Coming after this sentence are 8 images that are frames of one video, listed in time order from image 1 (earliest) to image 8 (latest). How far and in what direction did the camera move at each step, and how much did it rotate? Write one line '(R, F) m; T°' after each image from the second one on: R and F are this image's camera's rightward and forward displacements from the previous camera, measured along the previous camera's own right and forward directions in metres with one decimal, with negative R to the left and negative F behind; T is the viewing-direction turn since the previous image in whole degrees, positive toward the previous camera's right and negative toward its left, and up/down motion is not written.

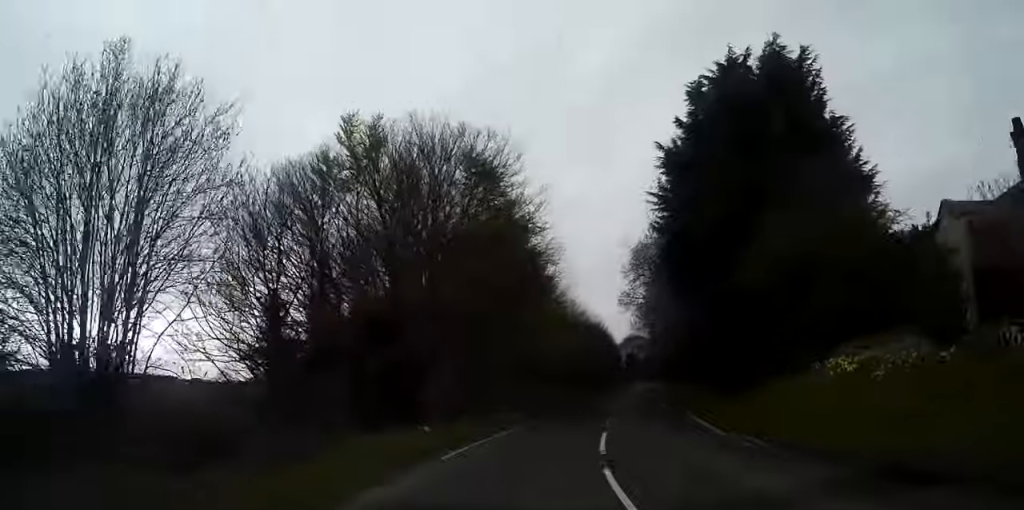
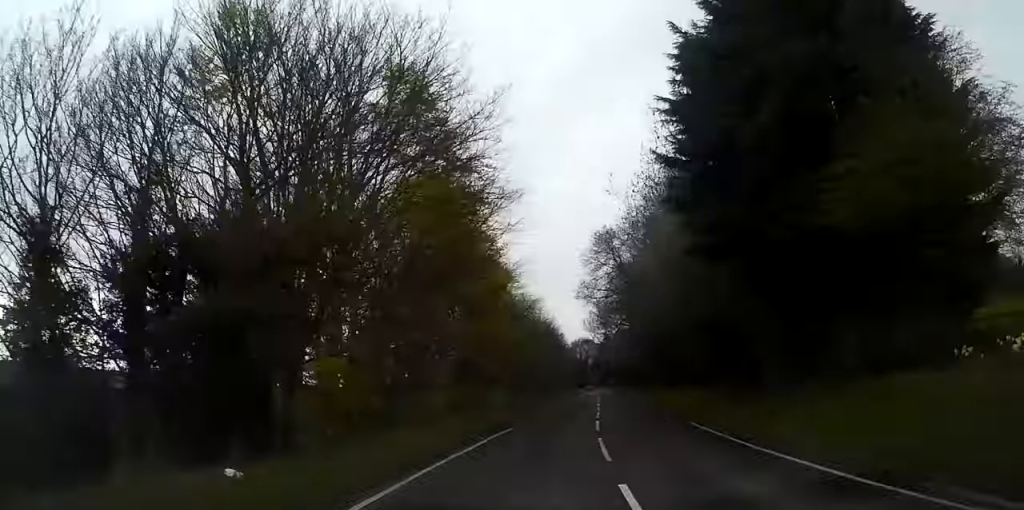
(+0.2, +10.9) m; +2°
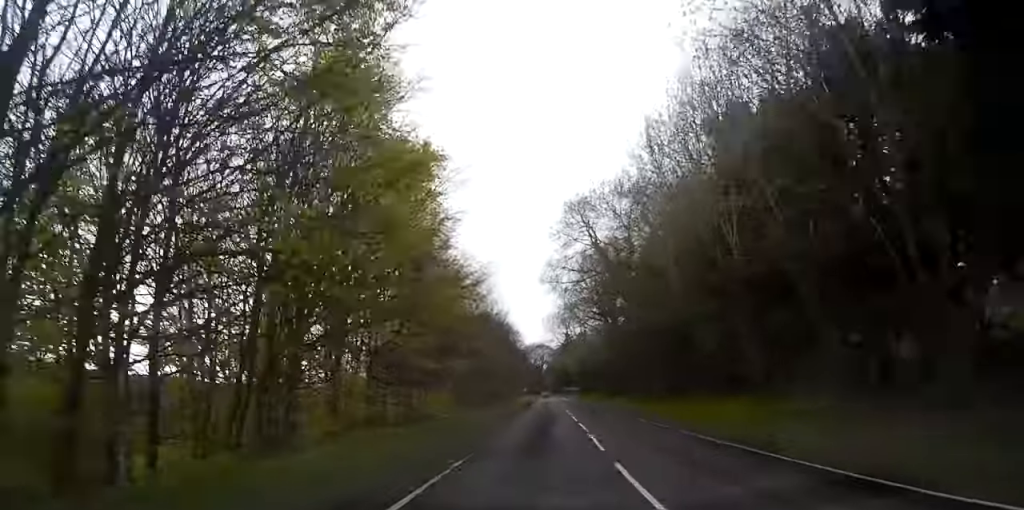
(-0.4, +14.6) m; +3°
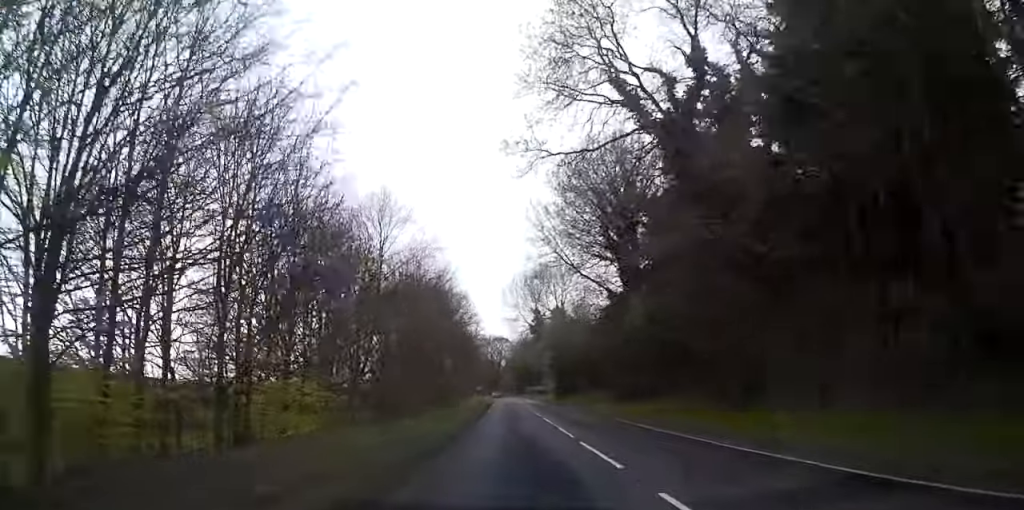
(+2.6, +31.2) m; +5°
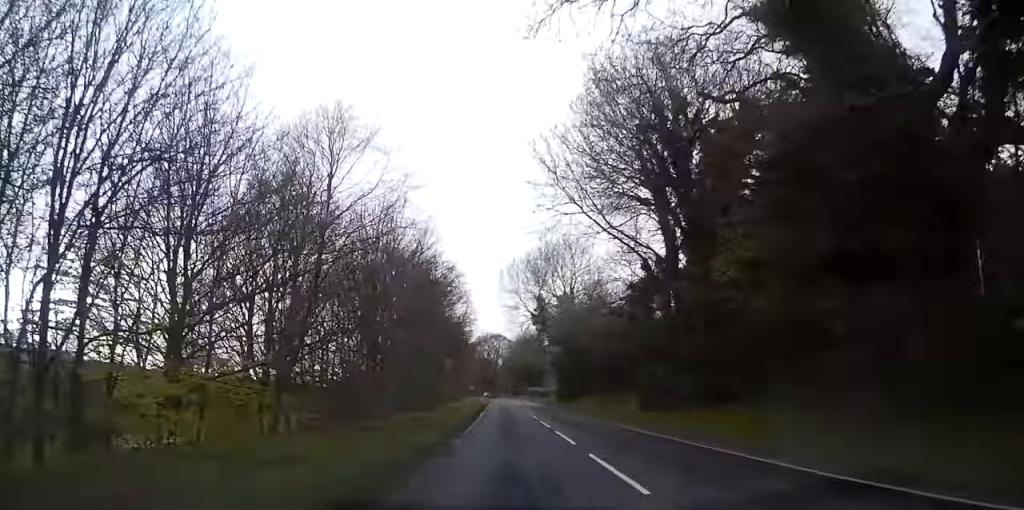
(-0.1, +11.9) m; 0°
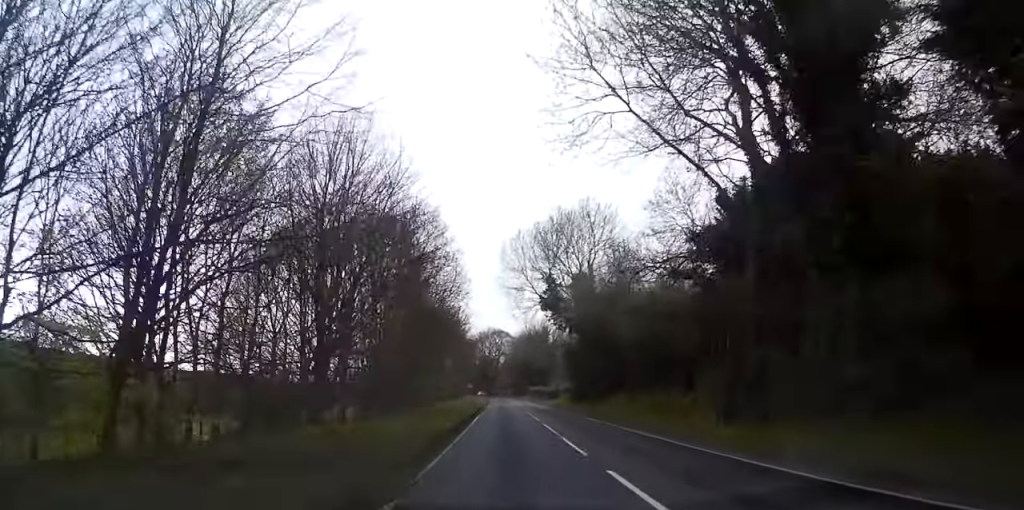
(+0.1, +12.1) m; 0°
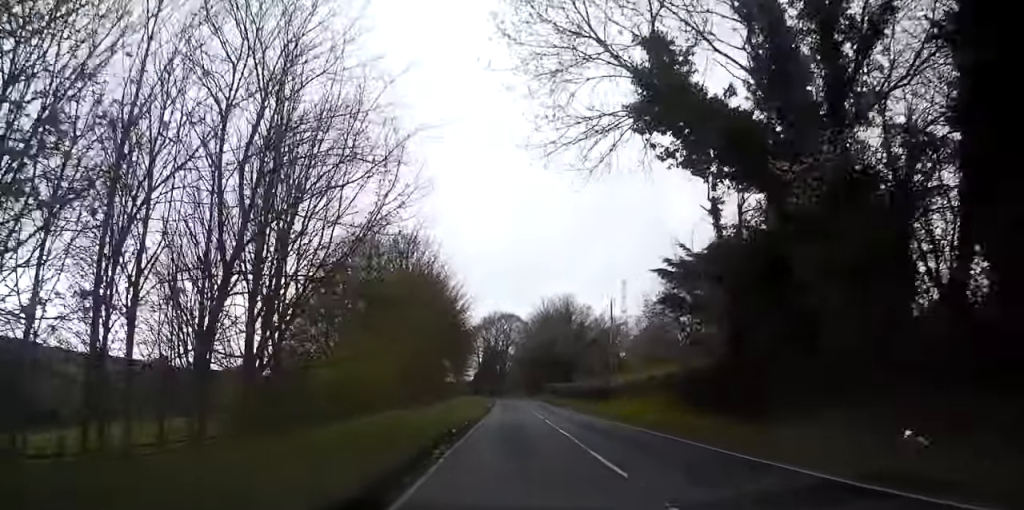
(+0.2, +40.1) m; 0°
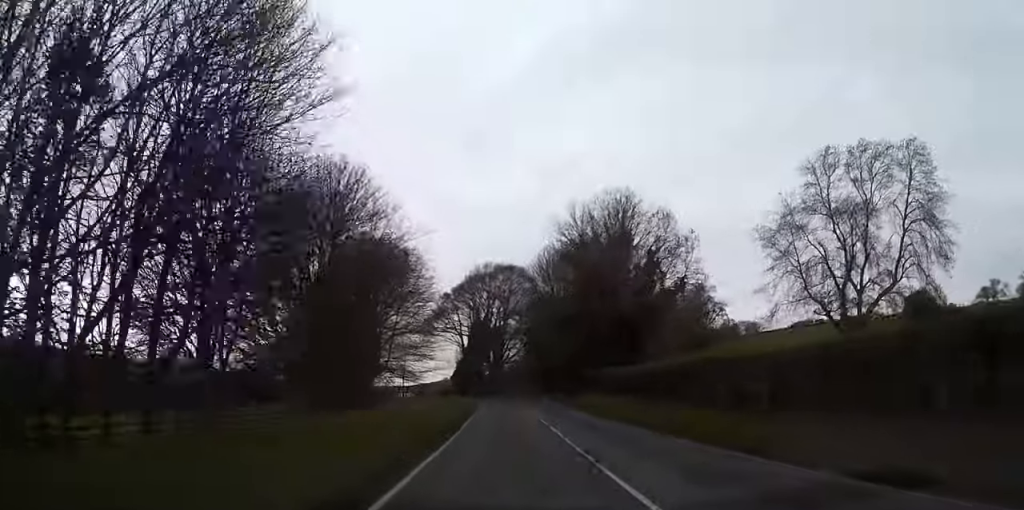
(-0.1, +58.9) m; -1°
